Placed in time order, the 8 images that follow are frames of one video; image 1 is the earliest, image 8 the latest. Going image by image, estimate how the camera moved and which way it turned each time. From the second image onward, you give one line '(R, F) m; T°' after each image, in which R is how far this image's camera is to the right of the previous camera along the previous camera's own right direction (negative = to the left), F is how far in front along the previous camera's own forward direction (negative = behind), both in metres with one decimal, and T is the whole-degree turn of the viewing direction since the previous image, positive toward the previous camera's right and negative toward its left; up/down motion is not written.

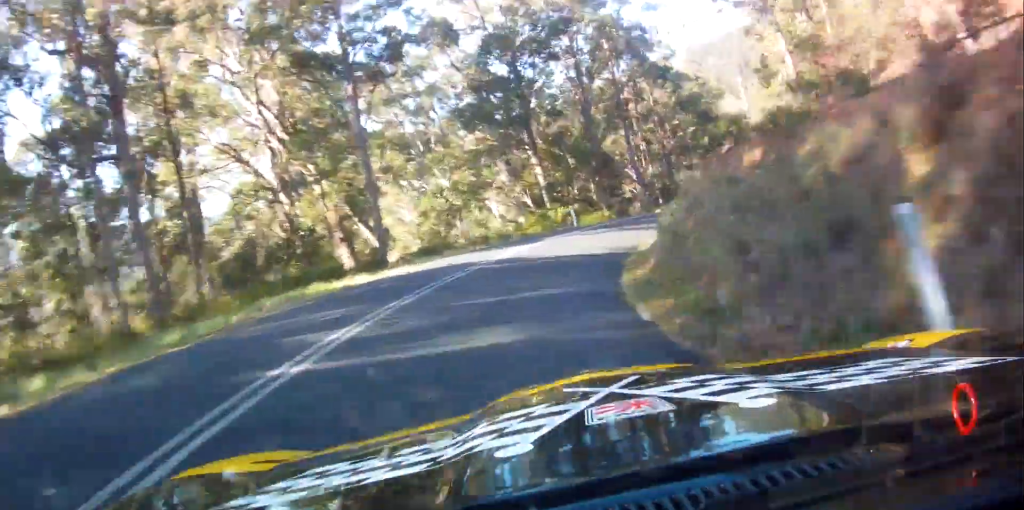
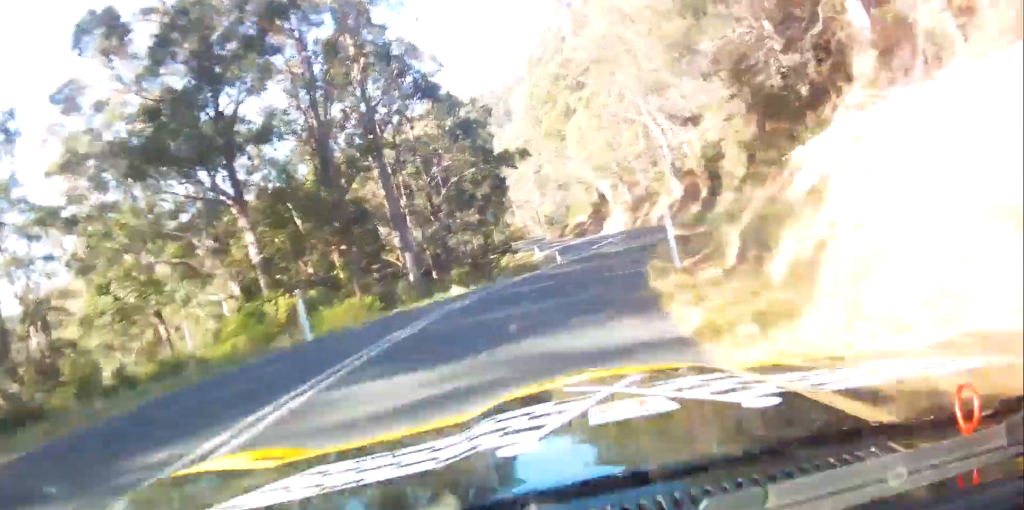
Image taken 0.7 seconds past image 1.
(+2.2, +24.6) m; +8°
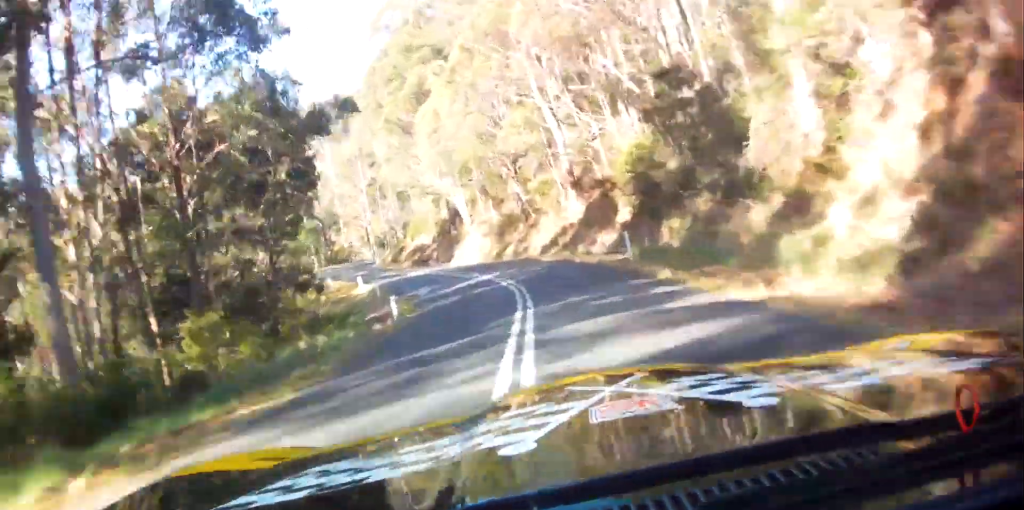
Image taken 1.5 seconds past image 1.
(+3.3, +27.1) m; +7°
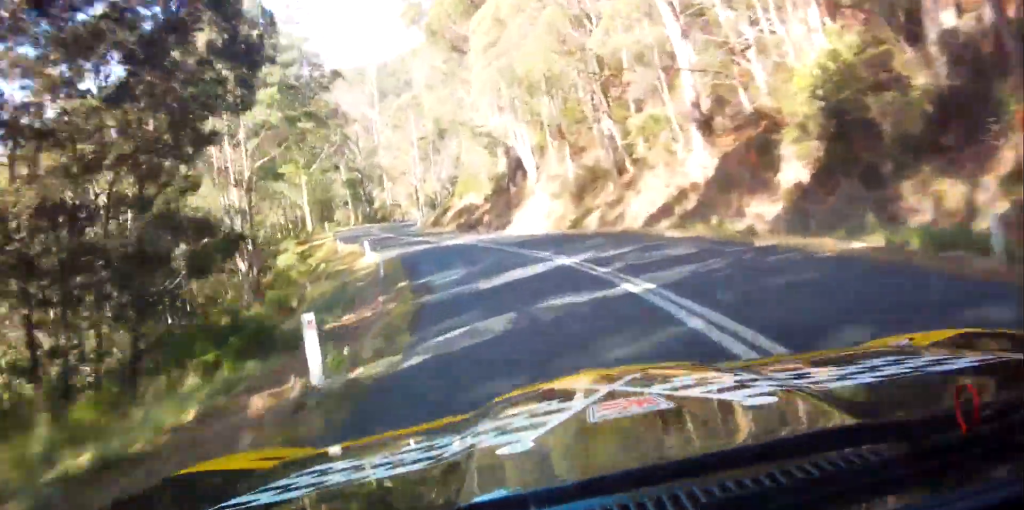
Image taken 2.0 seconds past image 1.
(+0.1, +20.7) m; 0°
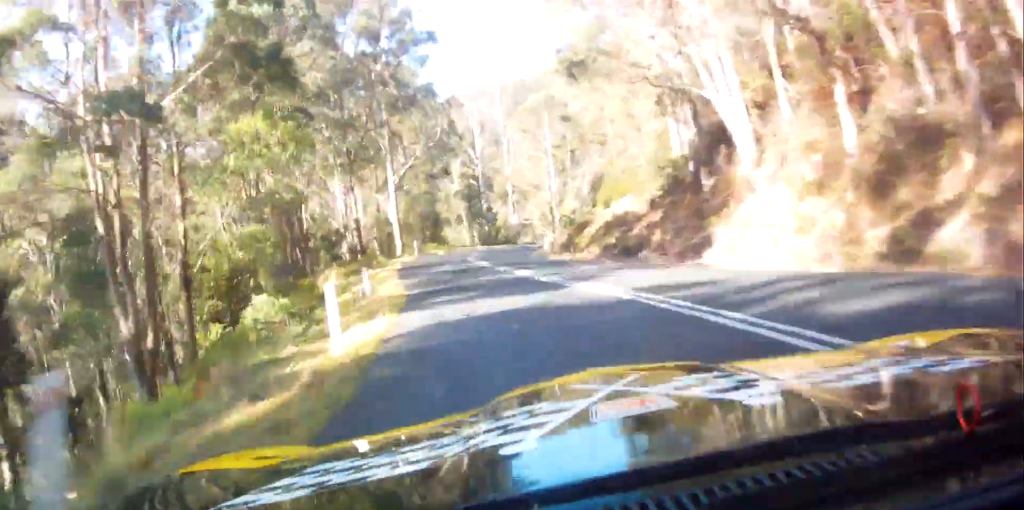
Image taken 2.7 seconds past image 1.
(0.0, +25.5) m; +1°
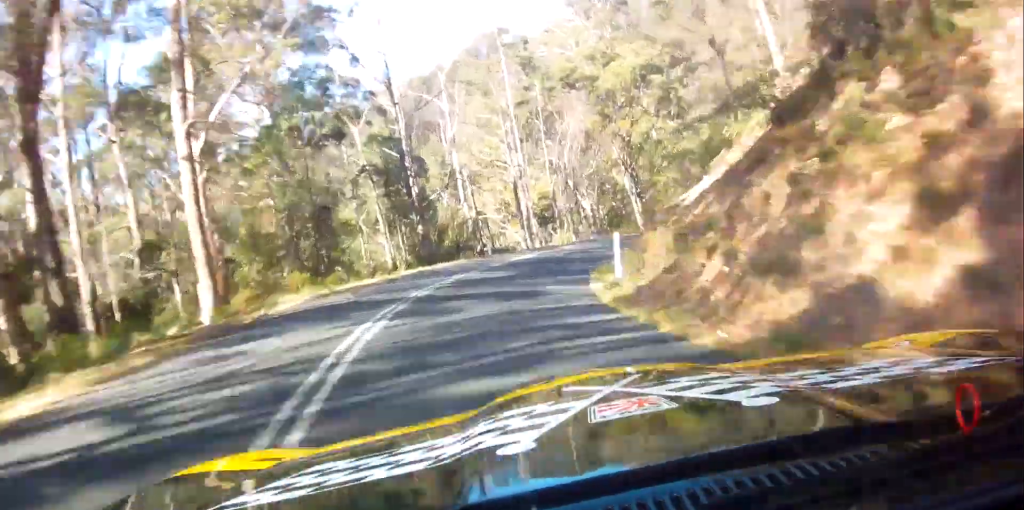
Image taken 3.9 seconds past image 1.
(+0.9, +44.0) m; +4°
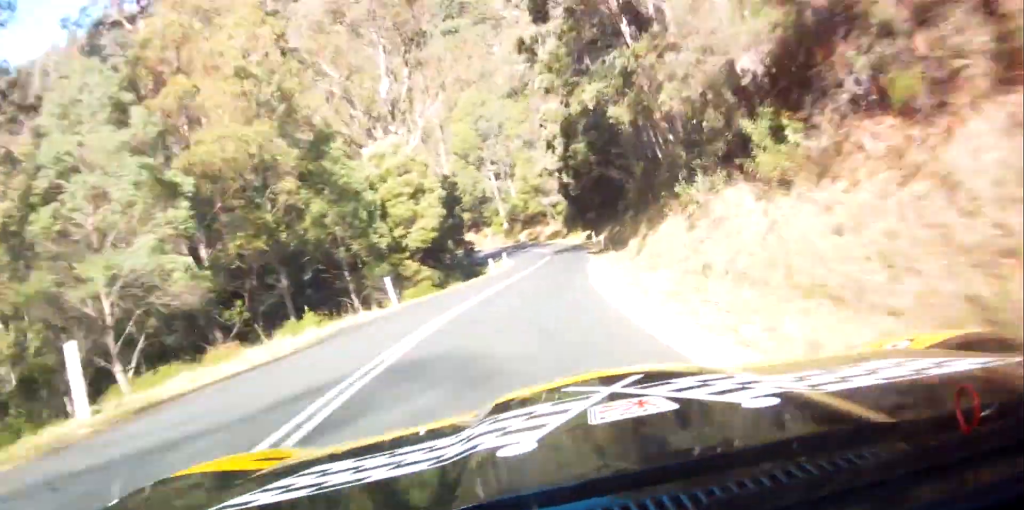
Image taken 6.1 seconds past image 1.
(+13.5, +59.5) m; +26°
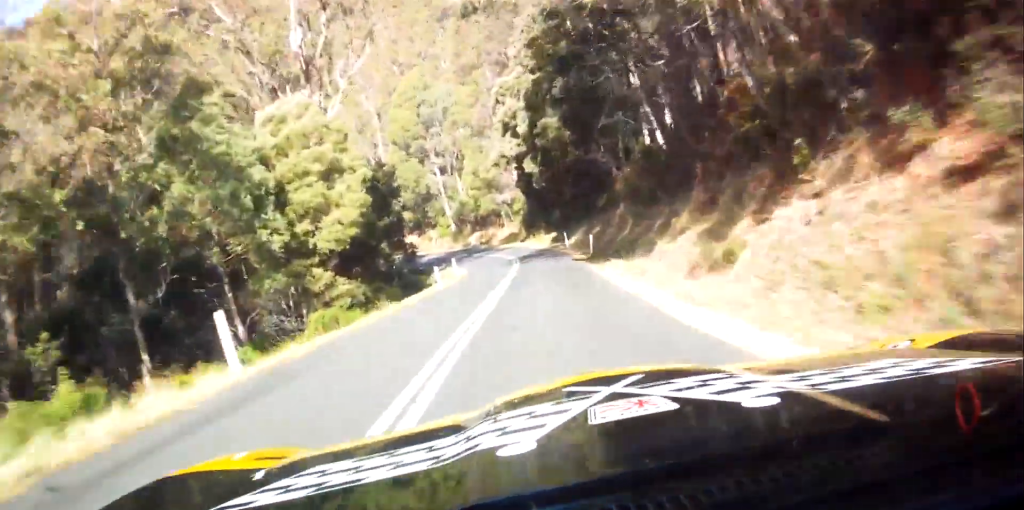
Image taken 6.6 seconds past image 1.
(+0.4, +15.2) m; +2°
